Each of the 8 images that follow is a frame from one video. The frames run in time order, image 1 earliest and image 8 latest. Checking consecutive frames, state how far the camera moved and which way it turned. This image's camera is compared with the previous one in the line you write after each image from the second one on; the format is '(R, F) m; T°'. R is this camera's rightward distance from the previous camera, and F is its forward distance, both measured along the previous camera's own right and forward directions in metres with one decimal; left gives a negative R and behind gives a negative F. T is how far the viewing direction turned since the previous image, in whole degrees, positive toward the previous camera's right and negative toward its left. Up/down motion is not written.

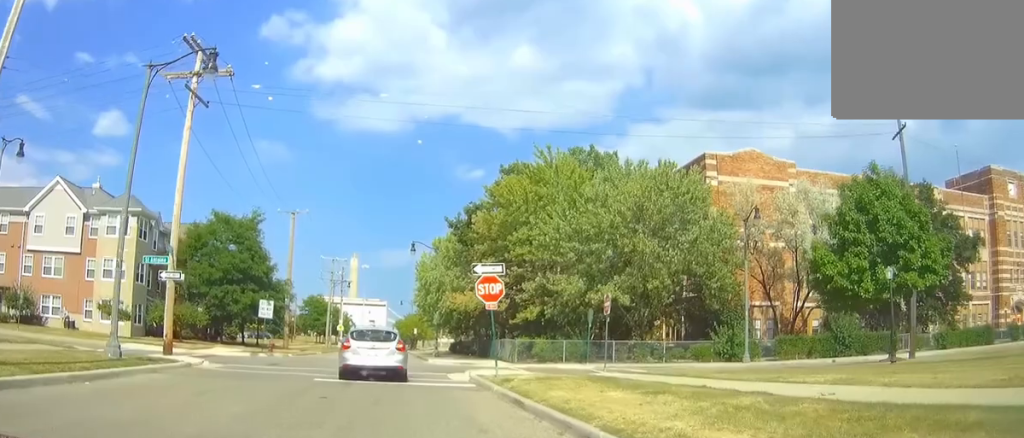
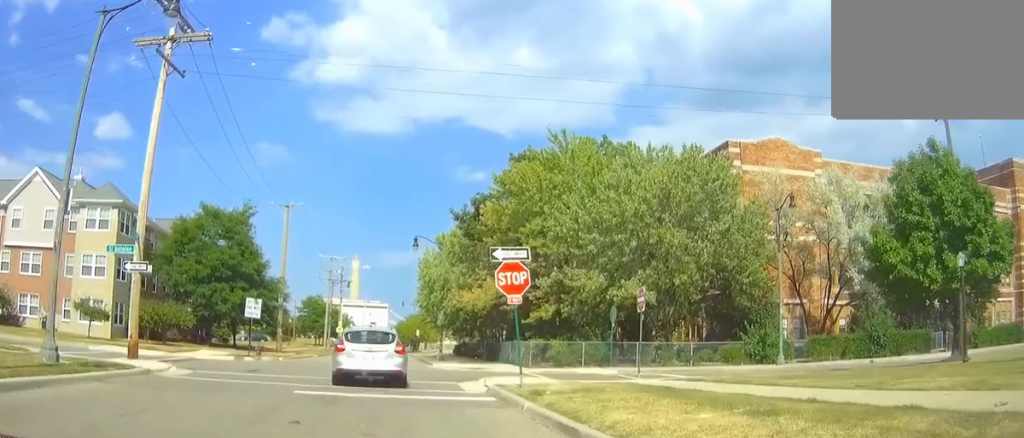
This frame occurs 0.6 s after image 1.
(+0.1, +4.0) m; +1°
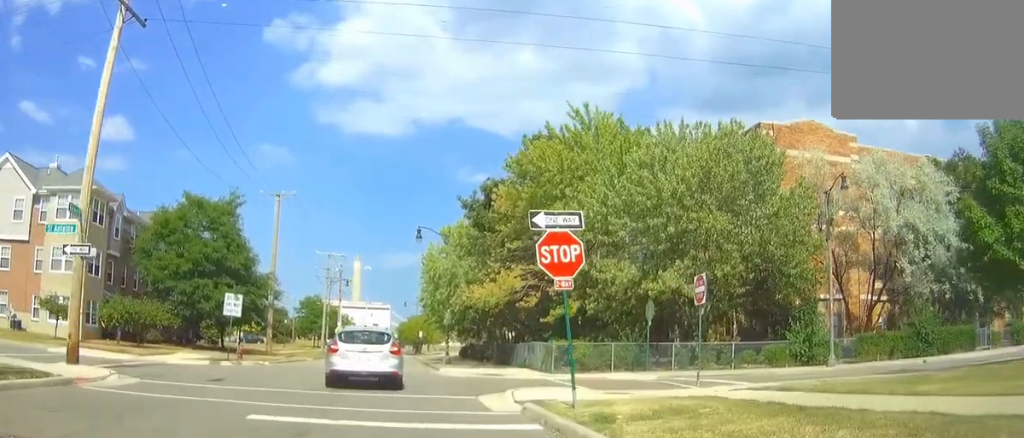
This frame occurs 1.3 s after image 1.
(+0.1, +4.9) m; +1°
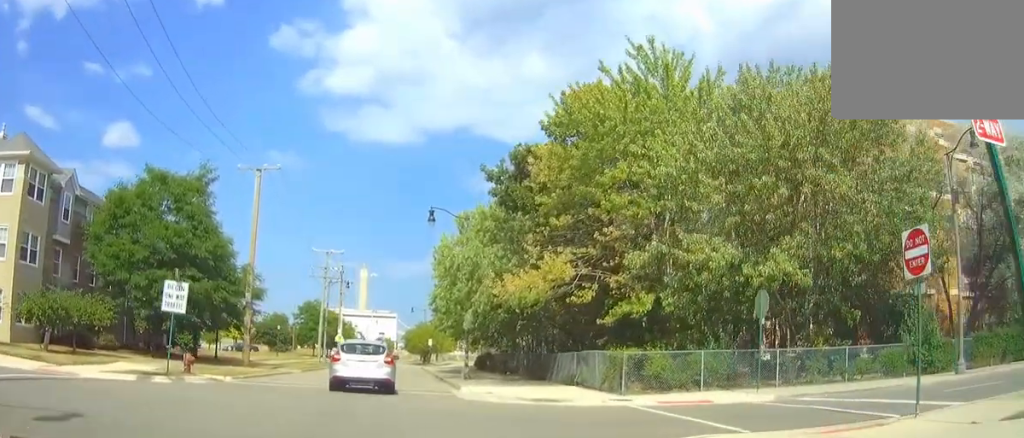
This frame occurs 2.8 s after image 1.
(0.0, +10.0) m; 0°
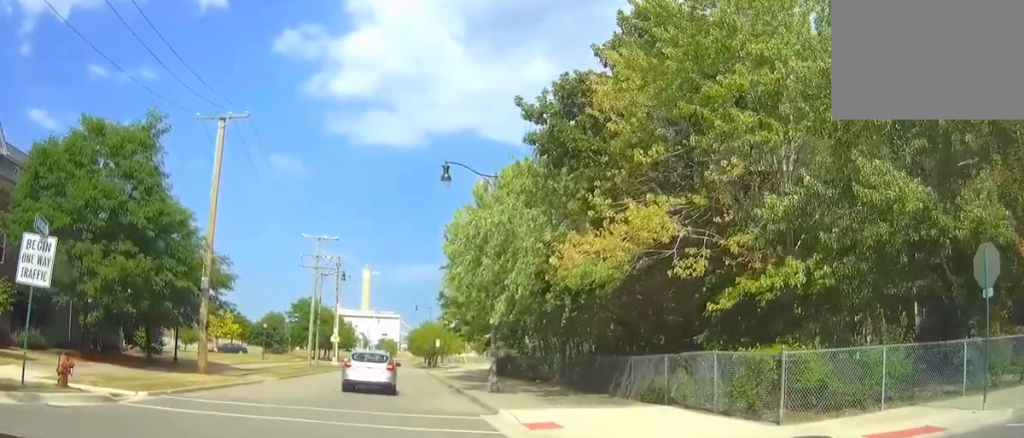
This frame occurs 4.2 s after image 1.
(0.0, +10.1) m; -2°
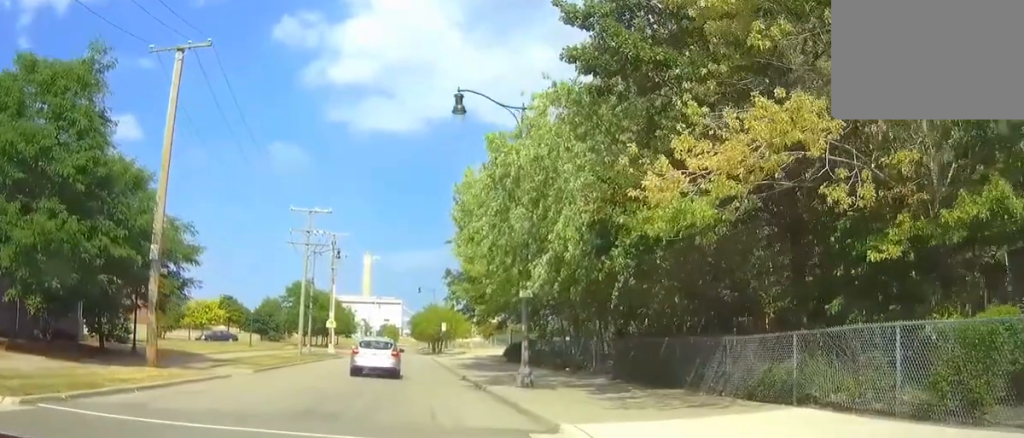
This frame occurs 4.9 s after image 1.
(-0.2, +6.3) m; -1°
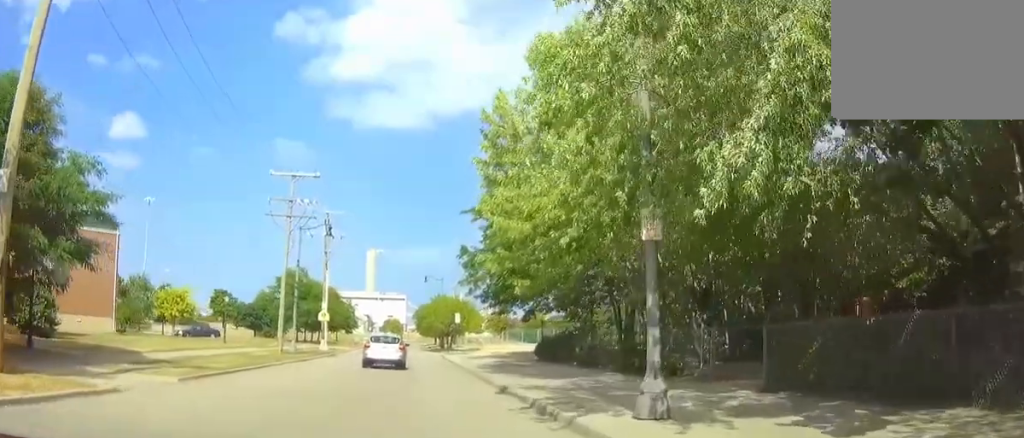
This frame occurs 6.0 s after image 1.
(0.0, +10.2) m; -1°
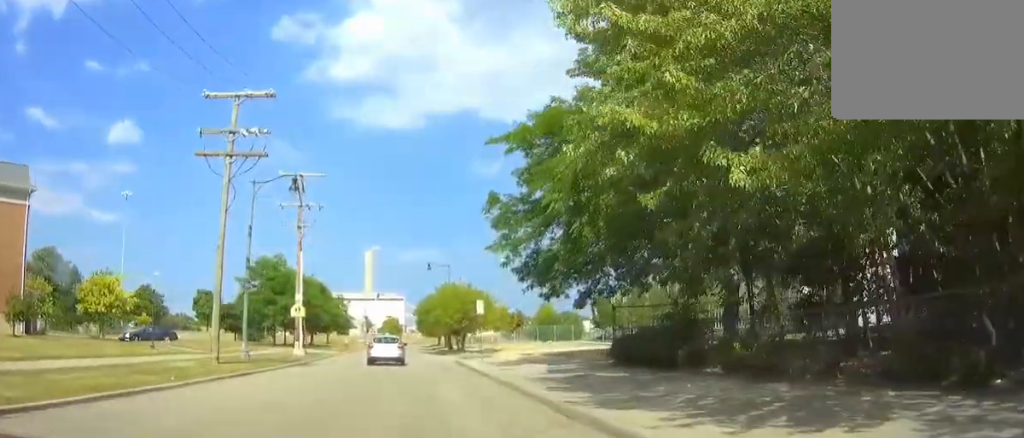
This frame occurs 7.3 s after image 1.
(-0.2, +14.1) m; 0°
